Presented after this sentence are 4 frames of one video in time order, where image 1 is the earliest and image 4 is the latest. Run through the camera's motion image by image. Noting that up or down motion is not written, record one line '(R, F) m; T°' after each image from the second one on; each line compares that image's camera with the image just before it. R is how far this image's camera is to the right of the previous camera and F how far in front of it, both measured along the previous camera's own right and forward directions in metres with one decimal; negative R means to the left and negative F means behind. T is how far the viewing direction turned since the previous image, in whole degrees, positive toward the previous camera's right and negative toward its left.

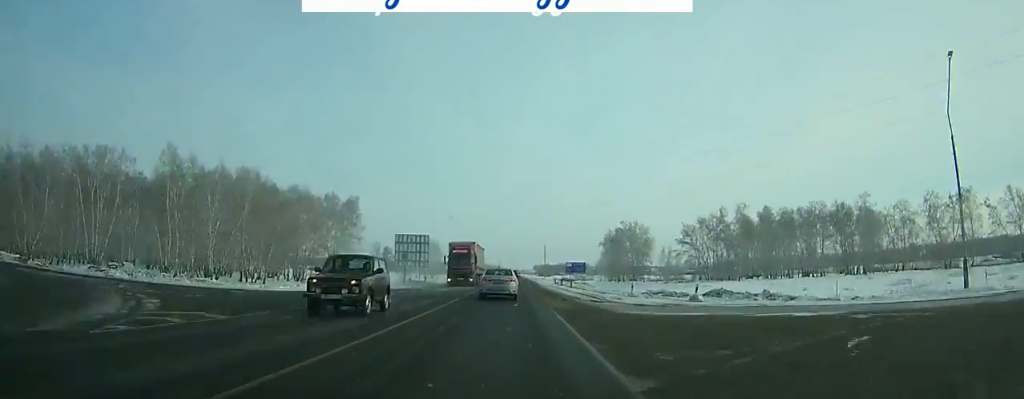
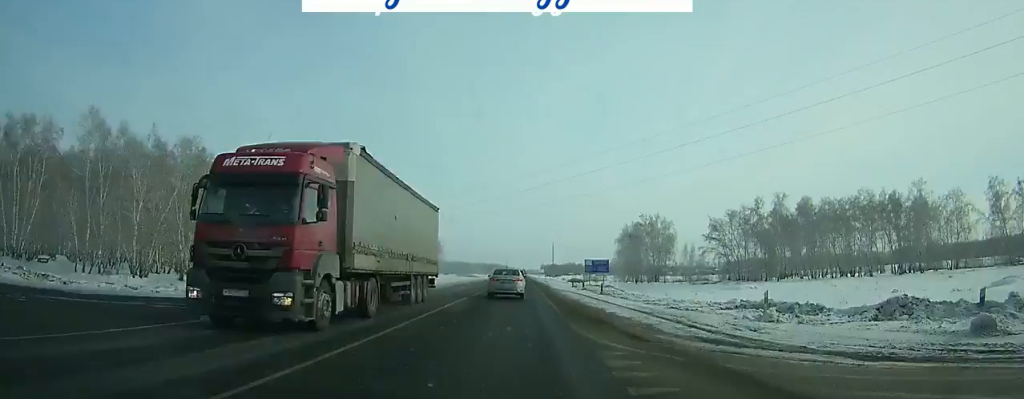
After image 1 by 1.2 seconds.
(+1.0, +17.5) m; +1°
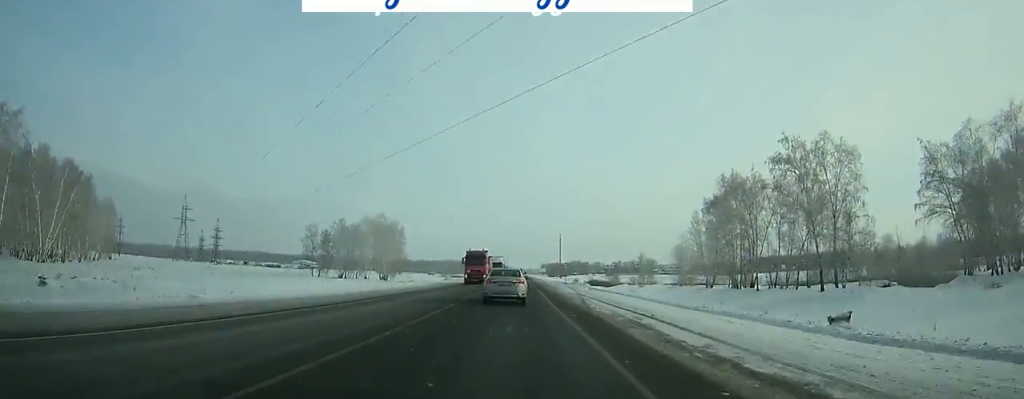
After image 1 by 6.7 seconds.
(+2.0, +75.2) m; 0°
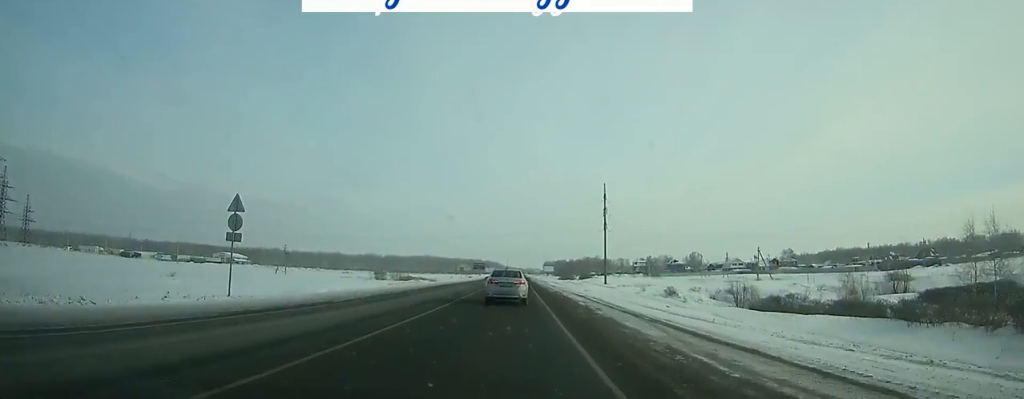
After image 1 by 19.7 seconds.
(+0.8, +152.5) m; 0°
